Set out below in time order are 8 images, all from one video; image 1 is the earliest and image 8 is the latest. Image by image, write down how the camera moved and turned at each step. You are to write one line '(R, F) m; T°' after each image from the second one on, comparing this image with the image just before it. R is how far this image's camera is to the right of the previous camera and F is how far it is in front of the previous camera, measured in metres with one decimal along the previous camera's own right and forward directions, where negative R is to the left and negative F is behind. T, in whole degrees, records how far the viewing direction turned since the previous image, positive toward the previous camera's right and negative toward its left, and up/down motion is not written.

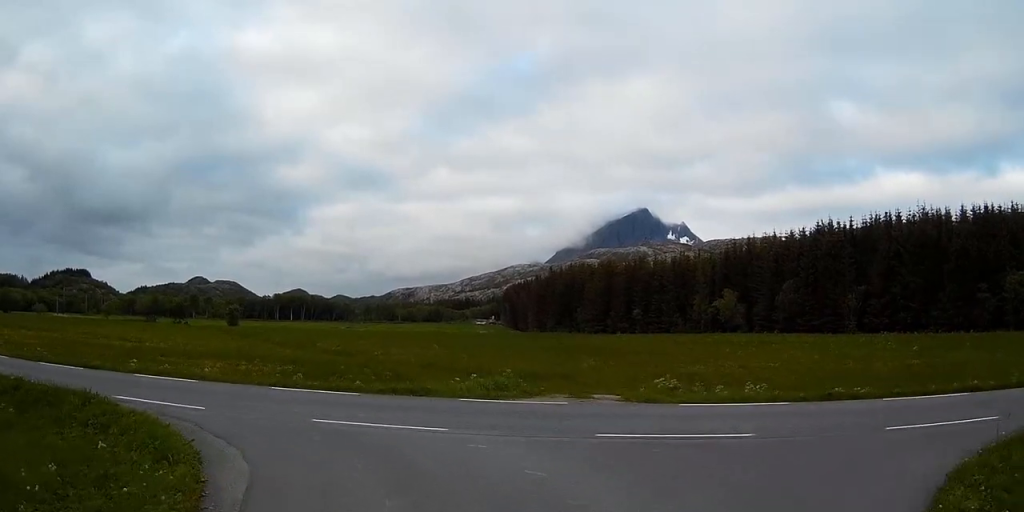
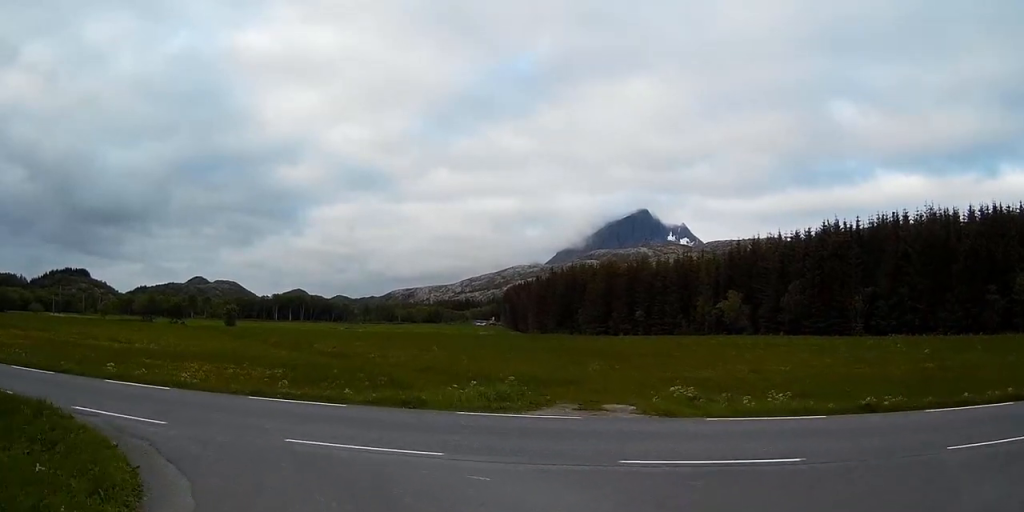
(-0.1, +2.3) m; -3°
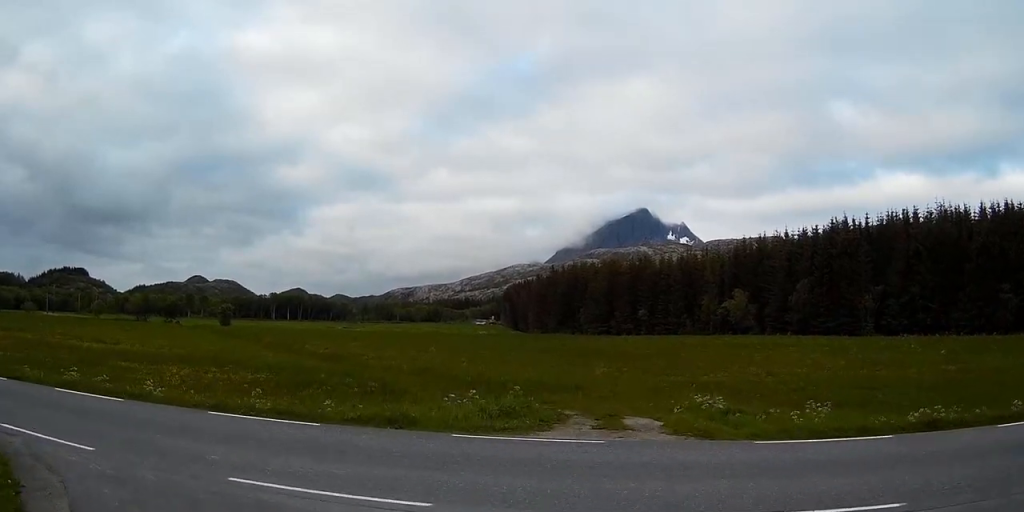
(-0.1, +3.5) m; -4°
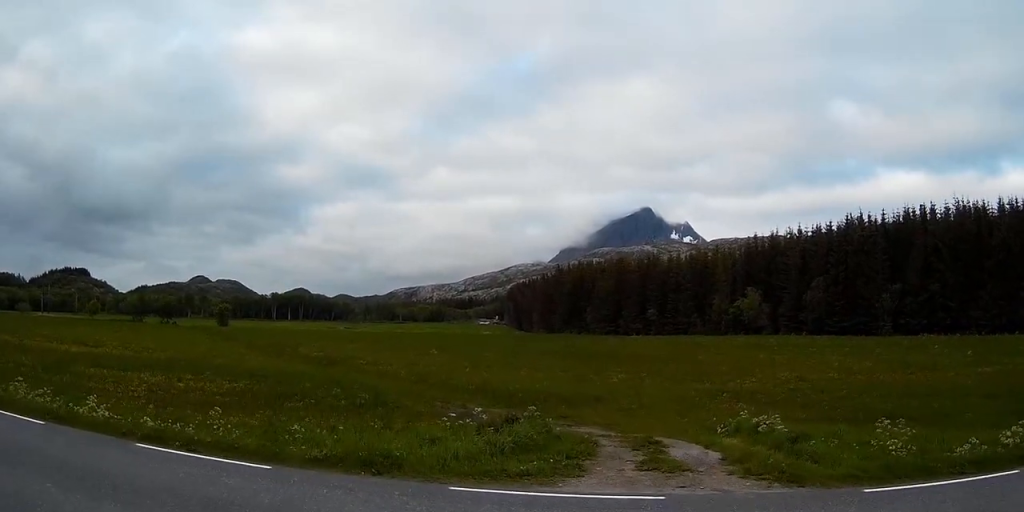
(-0.3, +5.0) m; -8°
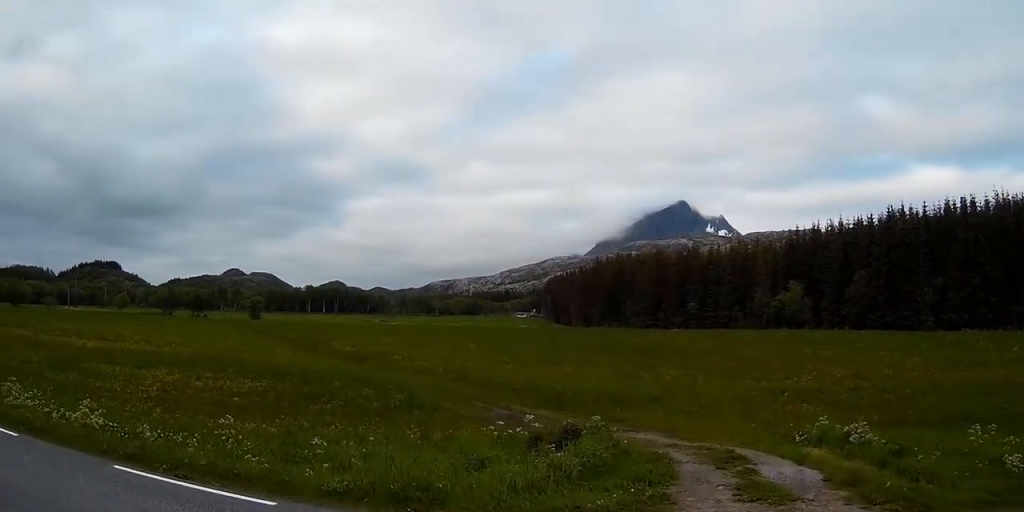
(-0.1, +3.5) m; -9°
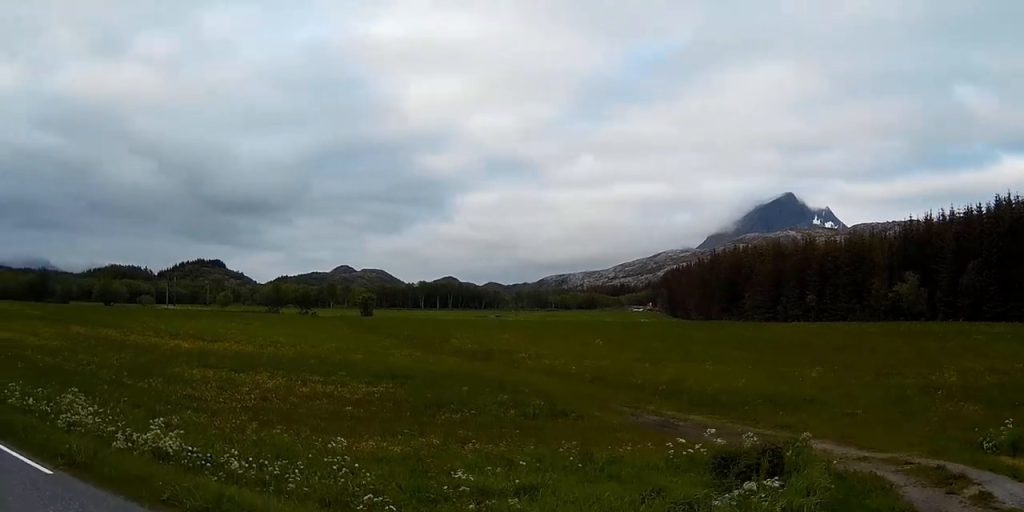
(-0.5, +3.8) m; -13°
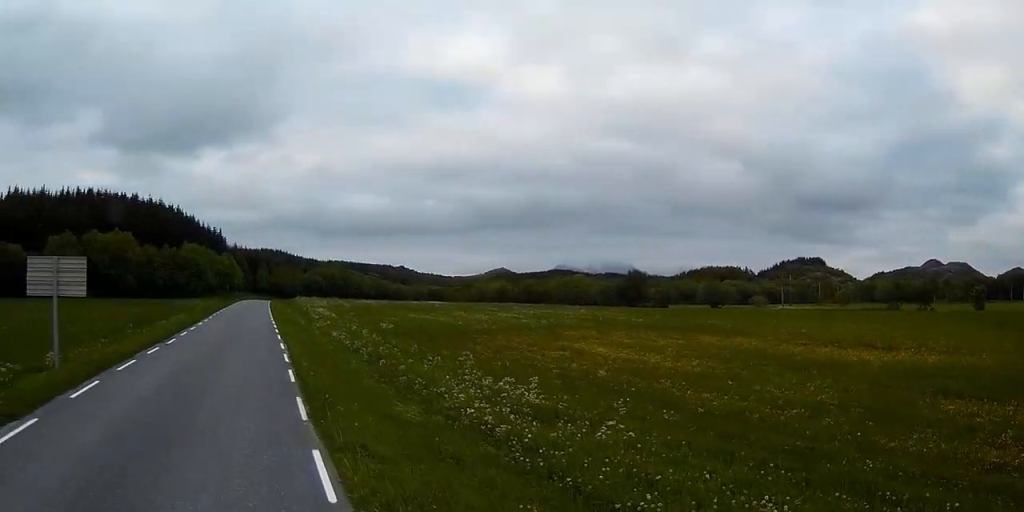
(-4.3, +13.2) m; -31°
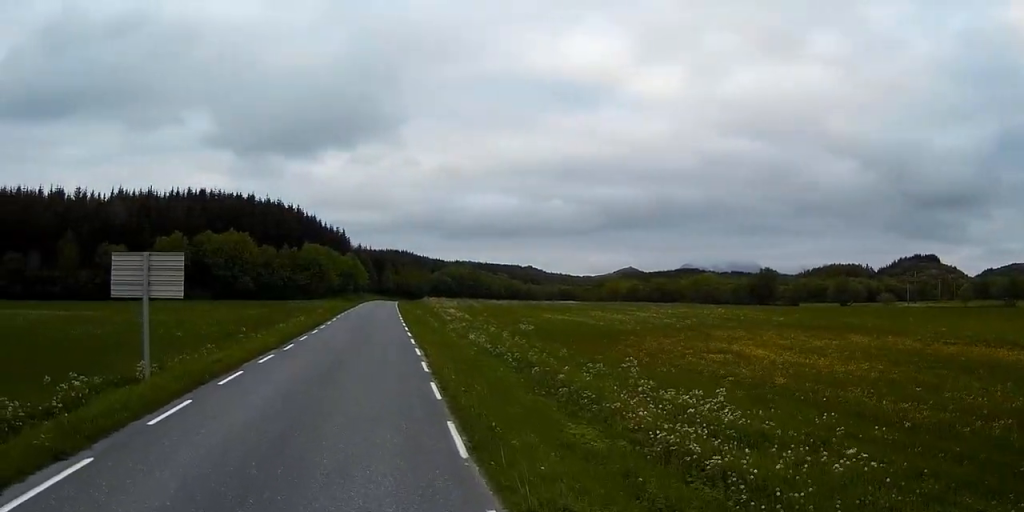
(-0.2, +3.8) m; -2°
